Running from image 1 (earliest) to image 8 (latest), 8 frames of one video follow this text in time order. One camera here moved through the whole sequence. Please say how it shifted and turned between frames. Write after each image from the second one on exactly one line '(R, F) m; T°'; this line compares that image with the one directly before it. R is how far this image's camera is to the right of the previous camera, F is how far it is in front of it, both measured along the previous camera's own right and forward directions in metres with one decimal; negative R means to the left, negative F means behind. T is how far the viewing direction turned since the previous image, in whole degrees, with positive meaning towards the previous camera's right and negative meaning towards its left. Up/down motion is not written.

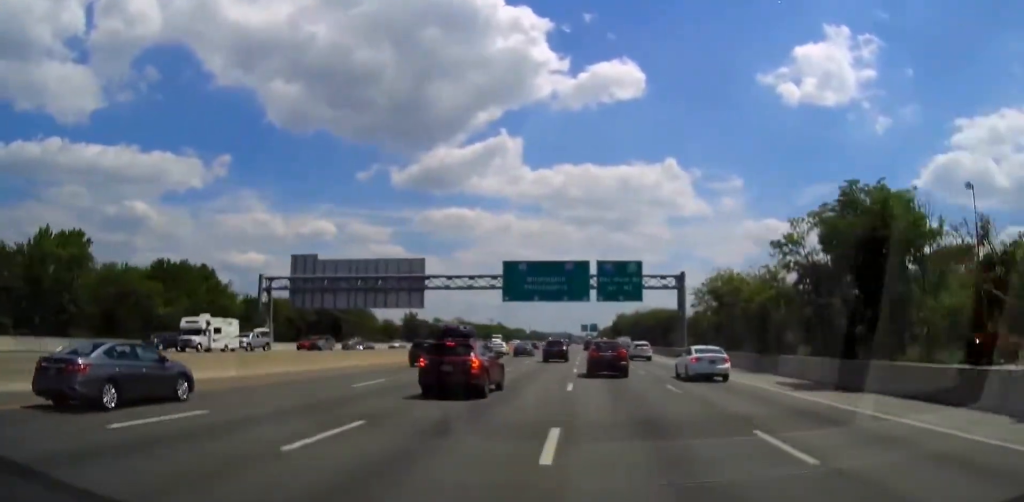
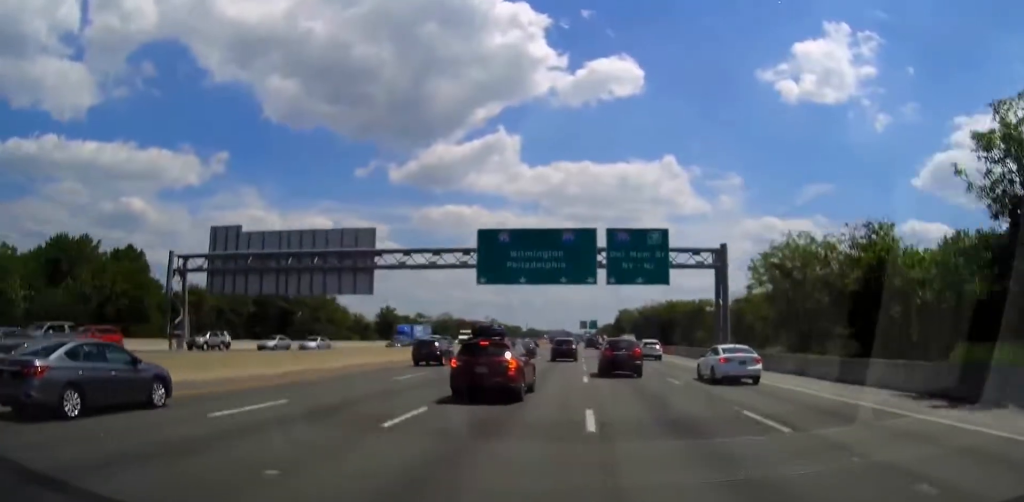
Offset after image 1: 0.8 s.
(-0.1, +21.3) m; -1°
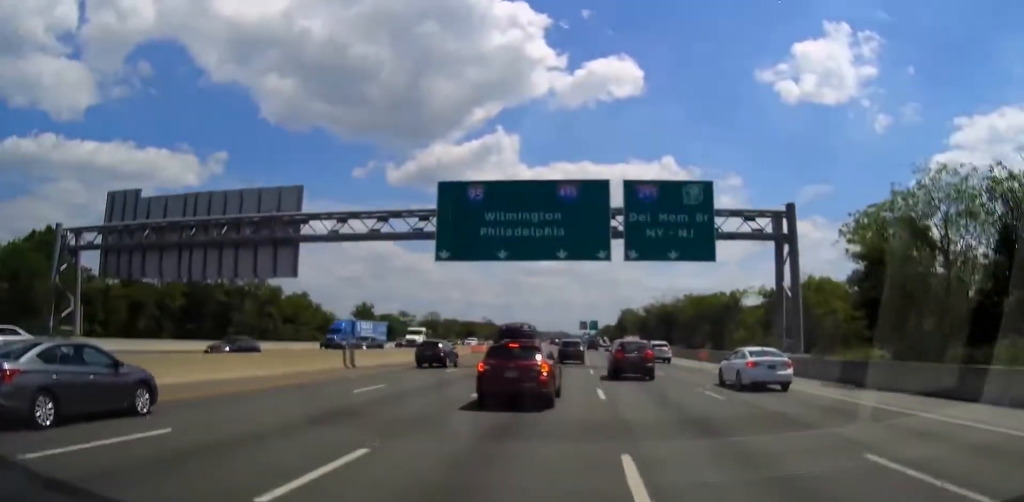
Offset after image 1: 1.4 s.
(-0.1, +17.7) m; 0°
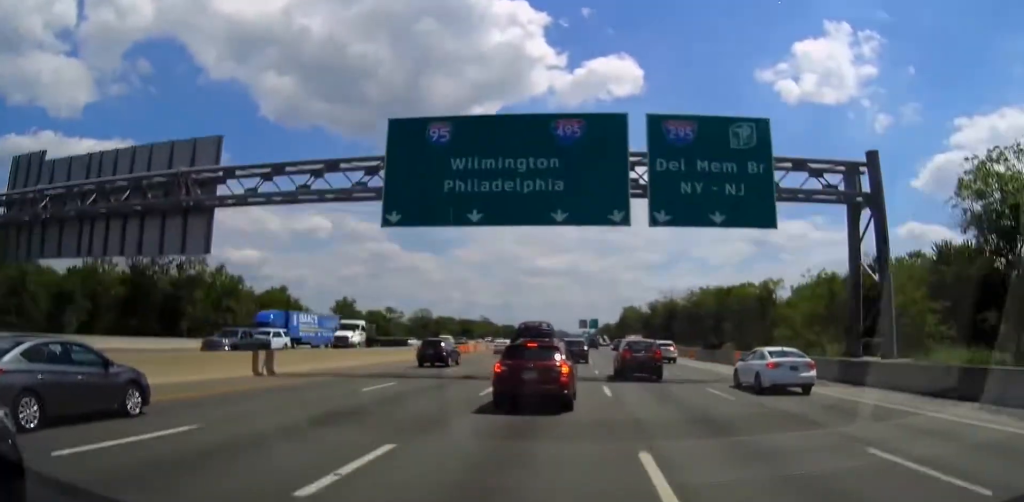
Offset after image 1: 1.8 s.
(-0.1, +11.6) m; 0°
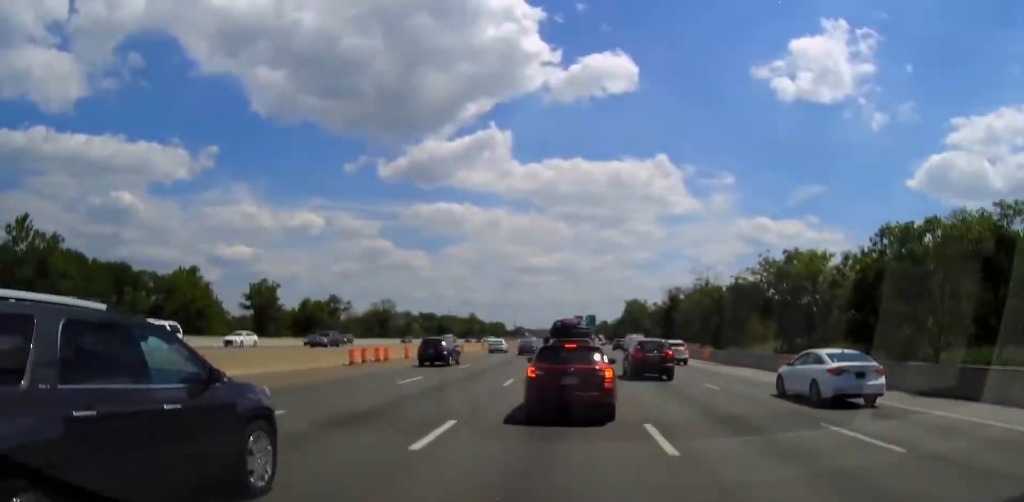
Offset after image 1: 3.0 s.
(+0.3, +33.7) m; 0°
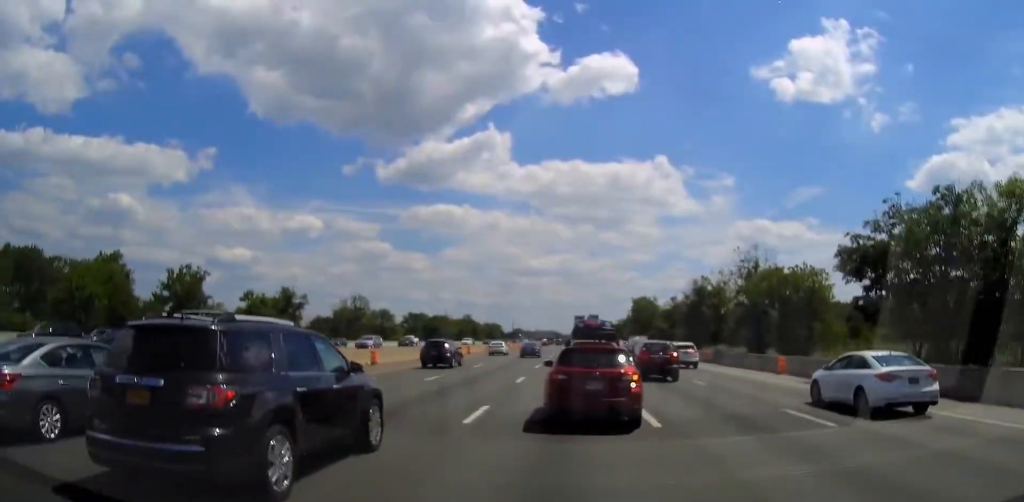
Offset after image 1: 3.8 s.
(0.0, +21.4) m; 0°
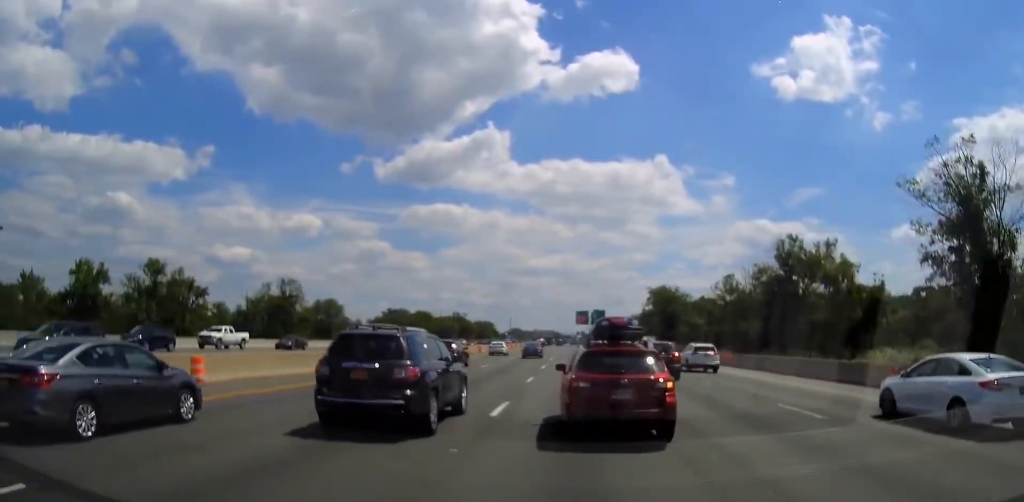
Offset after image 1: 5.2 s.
(0.0, +34.6) m; 0°
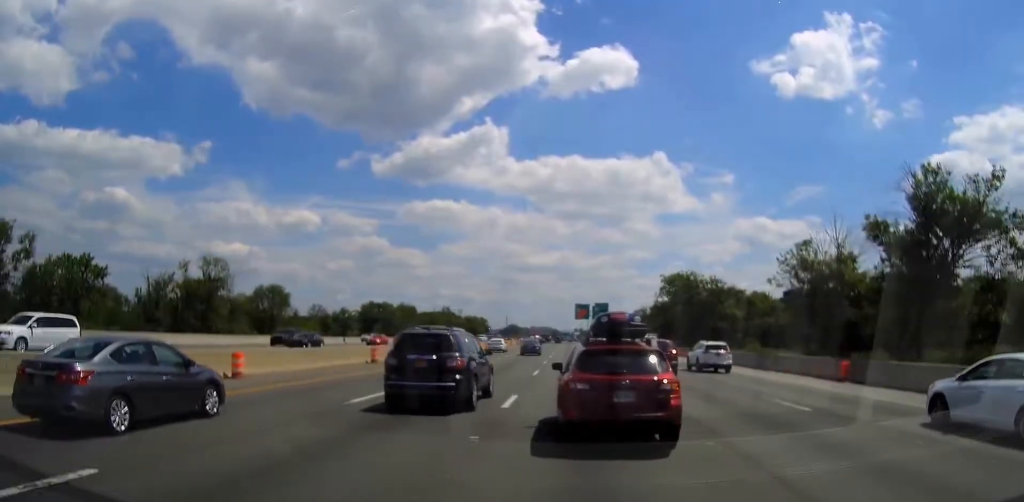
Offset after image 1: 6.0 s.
(0.0, +22.0) m; 0°
